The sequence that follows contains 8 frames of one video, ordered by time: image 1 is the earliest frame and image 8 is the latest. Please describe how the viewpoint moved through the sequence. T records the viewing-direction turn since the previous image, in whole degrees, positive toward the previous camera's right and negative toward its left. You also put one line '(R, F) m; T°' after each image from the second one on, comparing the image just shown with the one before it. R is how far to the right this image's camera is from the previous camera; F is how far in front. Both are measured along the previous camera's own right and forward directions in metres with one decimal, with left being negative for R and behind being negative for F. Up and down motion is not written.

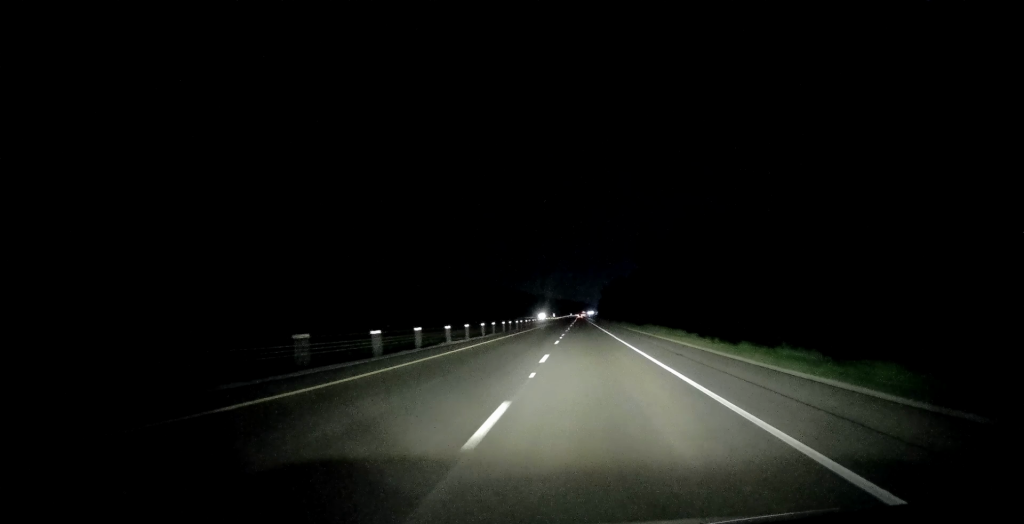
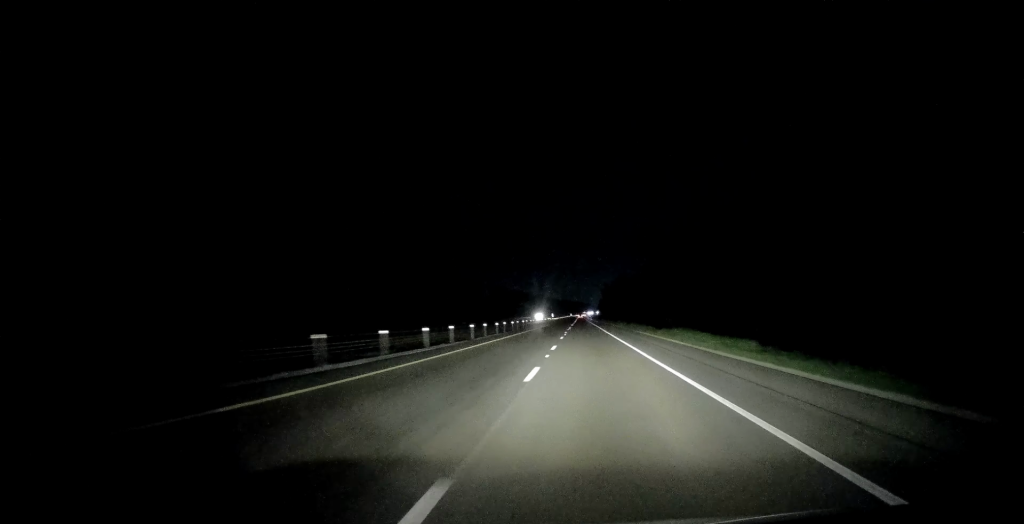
(+0.2, +17.3) m; 0°
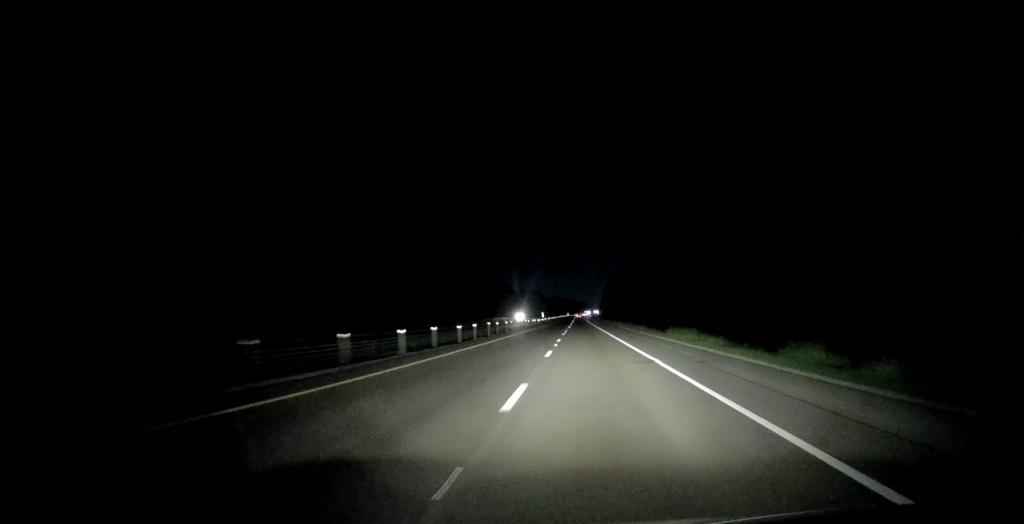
(+0.5, +64.9) m; 0°
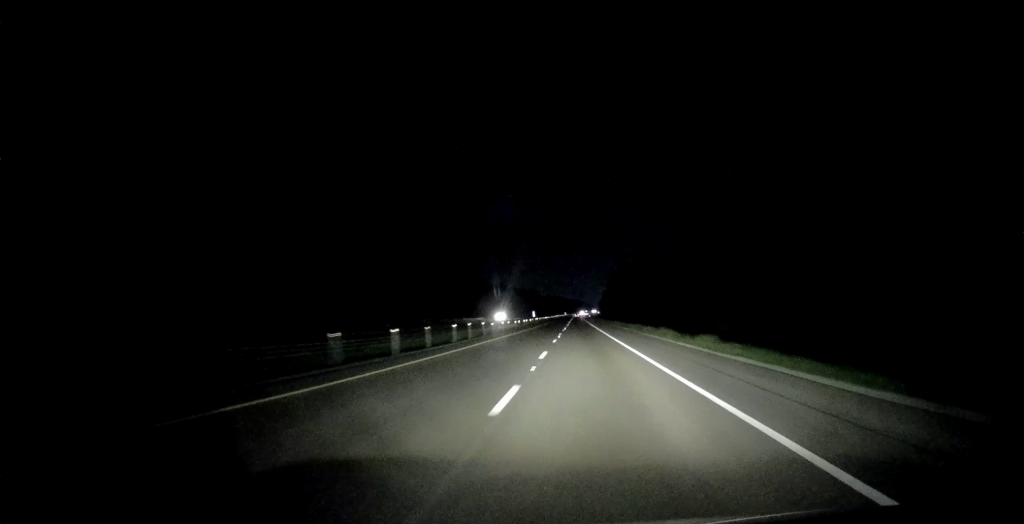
(-0.1, +36.8) m; 0°
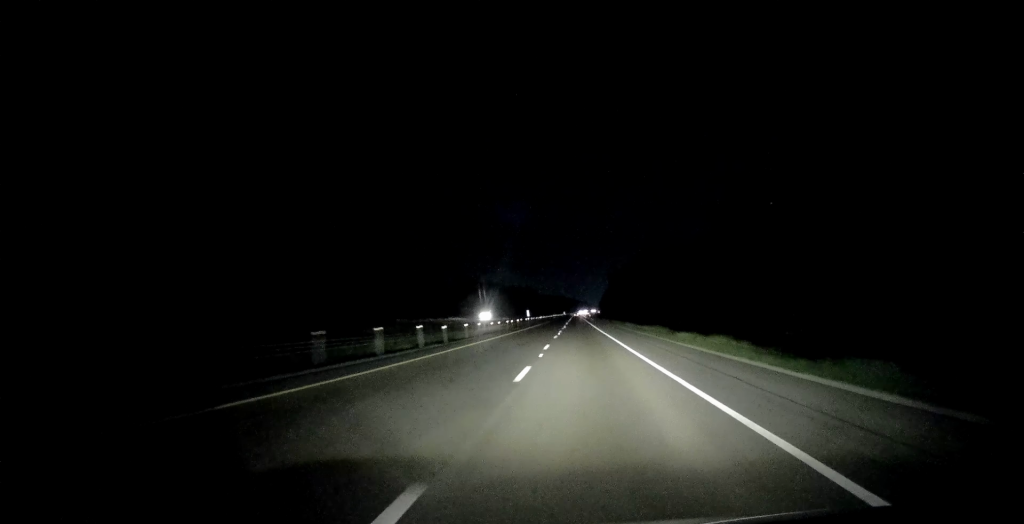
(0.0, +19.5) m; 0°
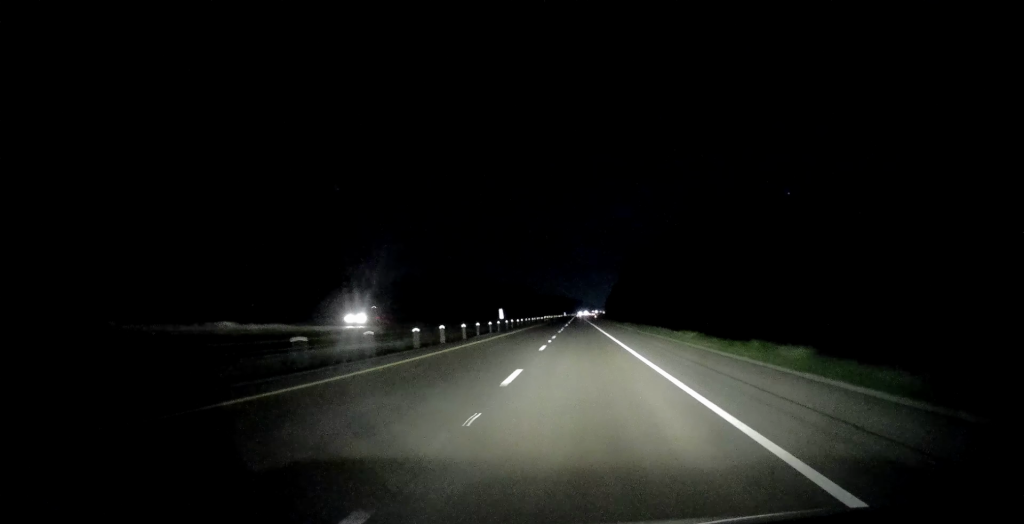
(-0.3, +62.5) m; 0°
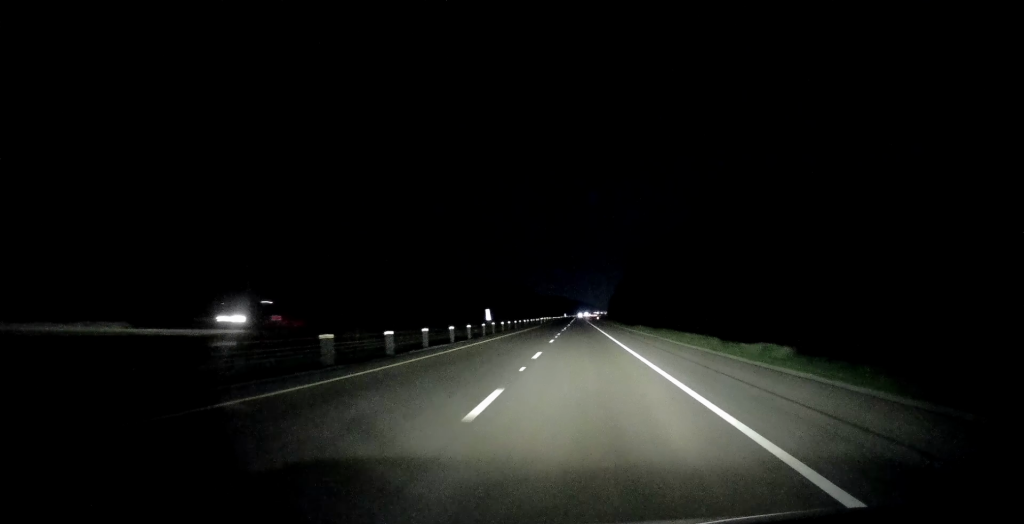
(+0.3, +16.2) m; 0°
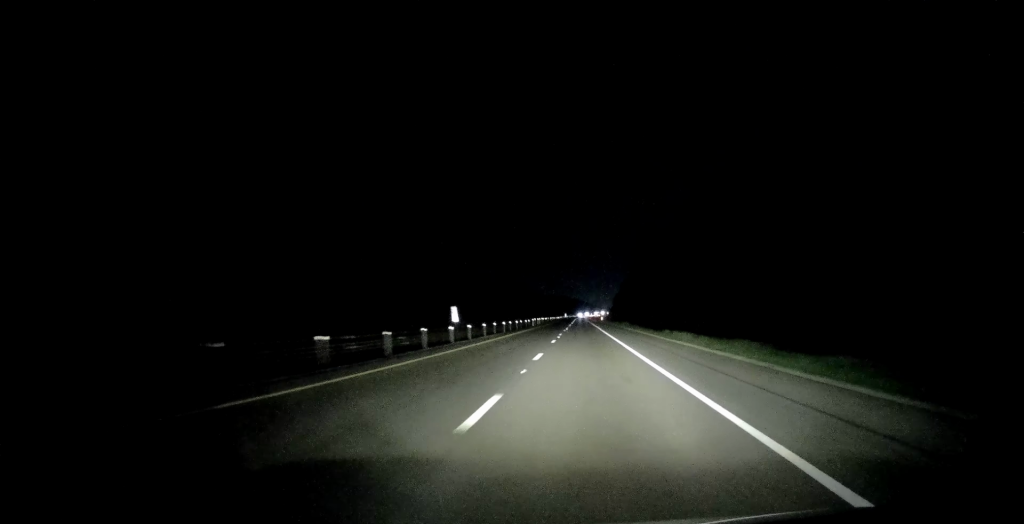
(+0.1, +24.8) m; 0°
